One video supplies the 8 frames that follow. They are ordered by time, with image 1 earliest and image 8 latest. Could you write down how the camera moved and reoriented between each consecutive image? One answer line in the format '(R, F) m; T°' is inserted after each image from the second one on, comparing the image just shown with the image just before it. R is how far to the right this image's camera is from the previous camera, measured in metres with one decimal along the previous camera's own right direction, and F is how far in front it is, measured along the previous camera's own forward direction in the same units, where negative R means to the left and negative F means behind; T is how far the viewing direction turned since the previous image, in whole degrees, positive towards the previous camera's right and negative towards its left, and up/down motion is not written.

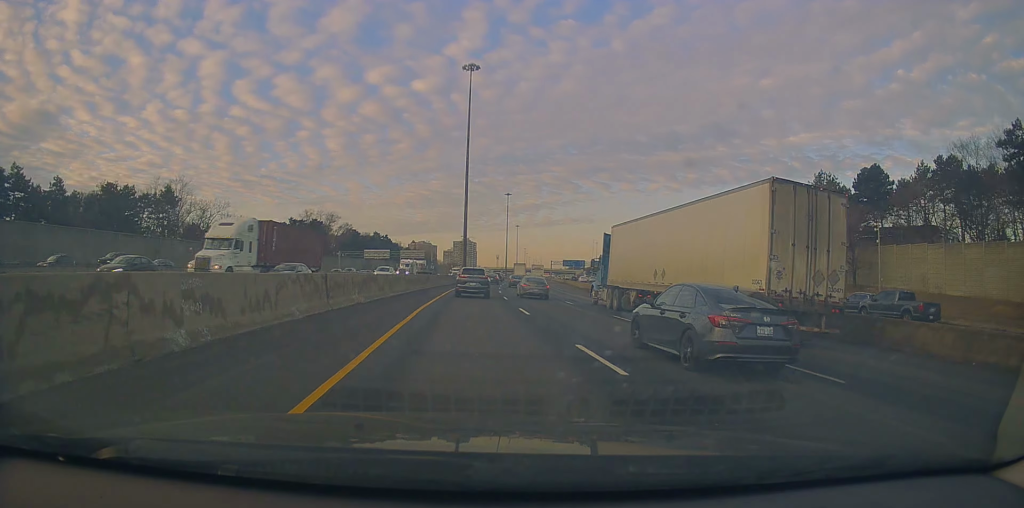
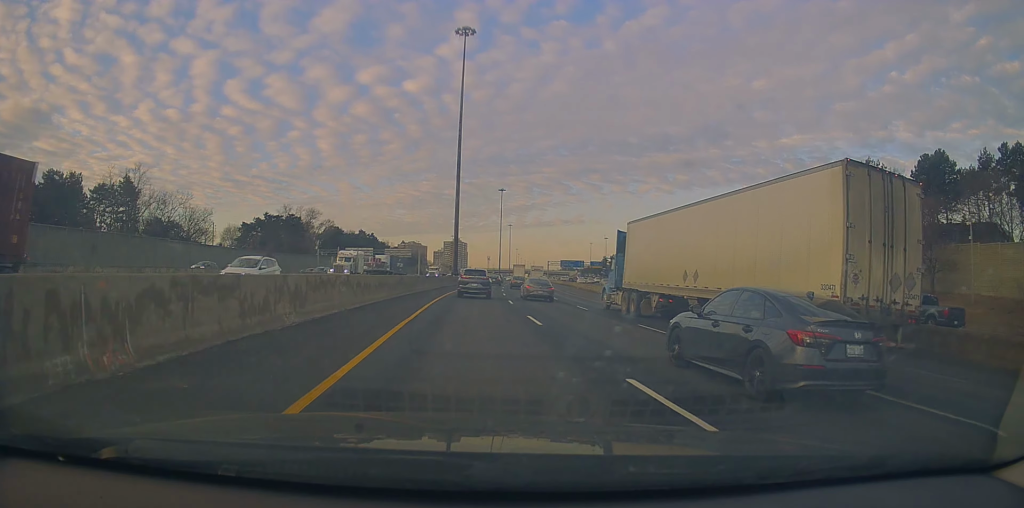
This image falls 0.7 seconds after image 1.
(+0.2, +15.2) m; +1°
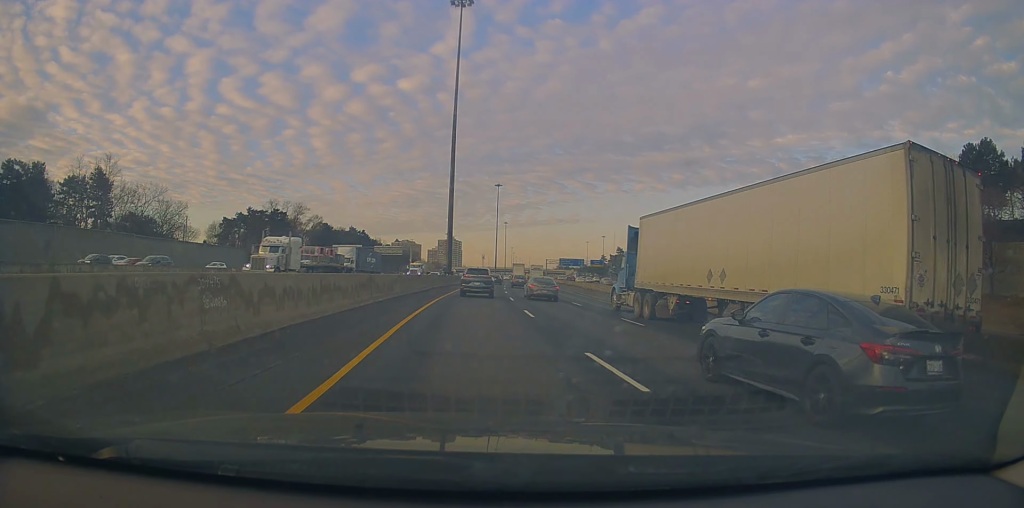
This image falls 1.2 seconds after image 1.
(0.0, +9.1) m; +1°
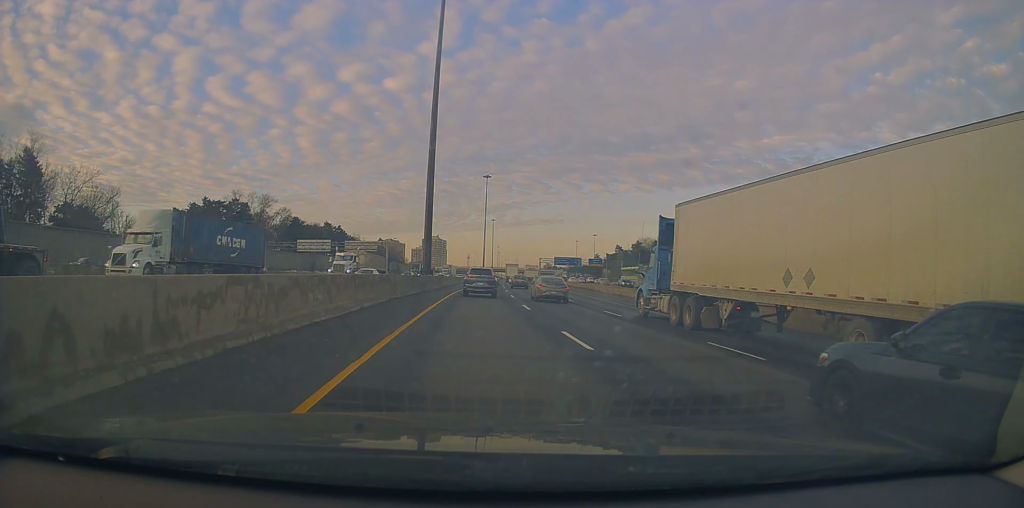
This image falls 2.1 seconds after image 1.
(+0.2, +19.6) m; +1°
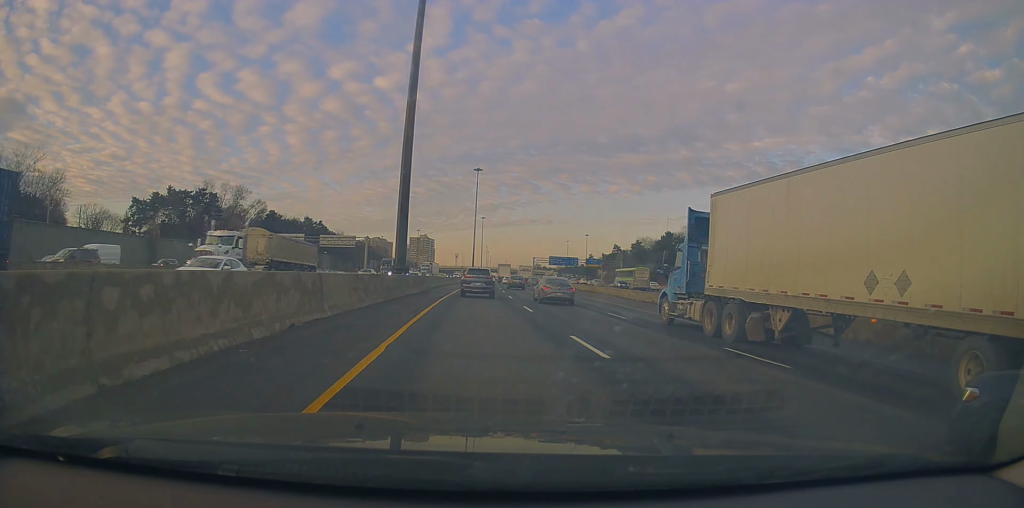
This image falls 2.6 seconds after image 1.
(+0.1, +12.8) m; 0°
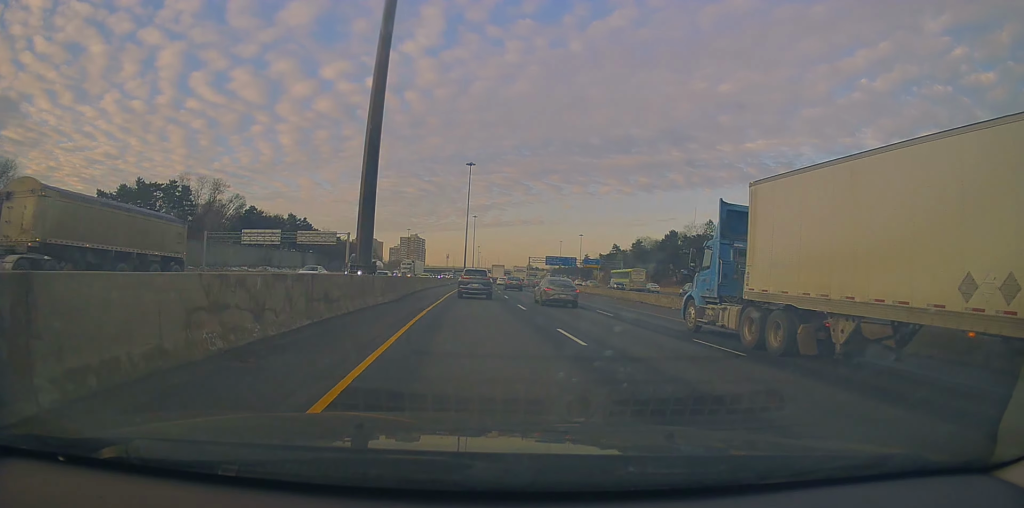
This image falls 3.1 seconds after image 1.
(+0.1, +9.9) m; 0°
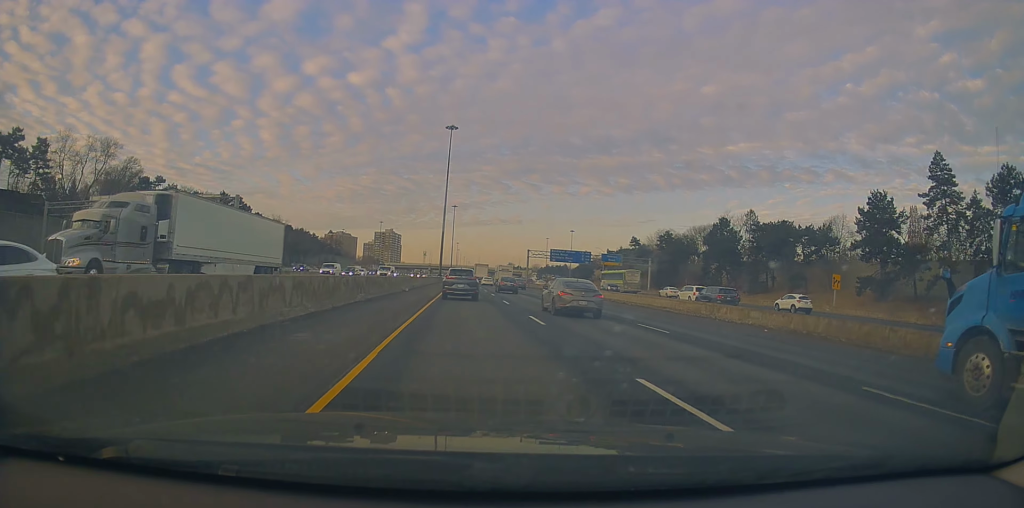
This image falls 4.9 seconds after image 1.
(+1.4, +42.4) m; +5°
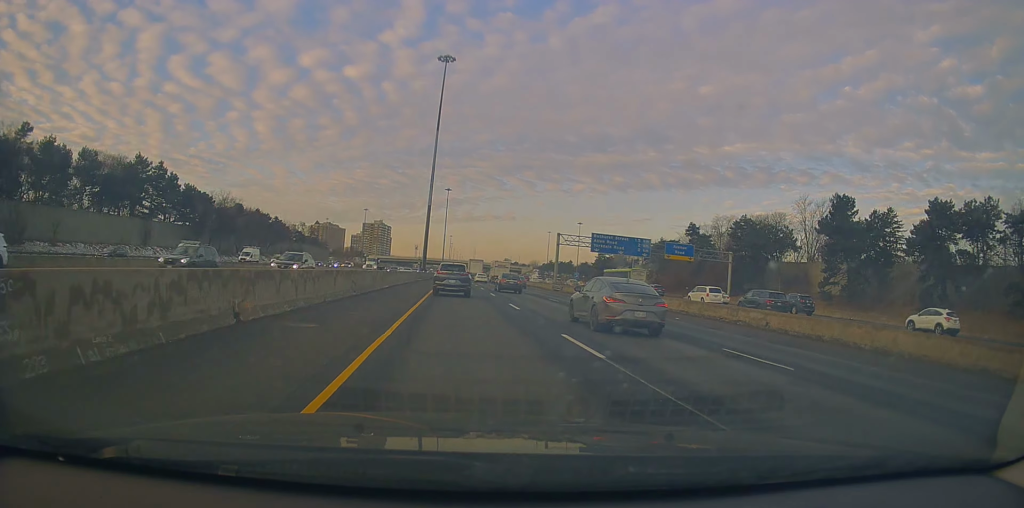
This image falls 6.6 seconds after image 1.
(+1.0, +42.3) m; +1°
